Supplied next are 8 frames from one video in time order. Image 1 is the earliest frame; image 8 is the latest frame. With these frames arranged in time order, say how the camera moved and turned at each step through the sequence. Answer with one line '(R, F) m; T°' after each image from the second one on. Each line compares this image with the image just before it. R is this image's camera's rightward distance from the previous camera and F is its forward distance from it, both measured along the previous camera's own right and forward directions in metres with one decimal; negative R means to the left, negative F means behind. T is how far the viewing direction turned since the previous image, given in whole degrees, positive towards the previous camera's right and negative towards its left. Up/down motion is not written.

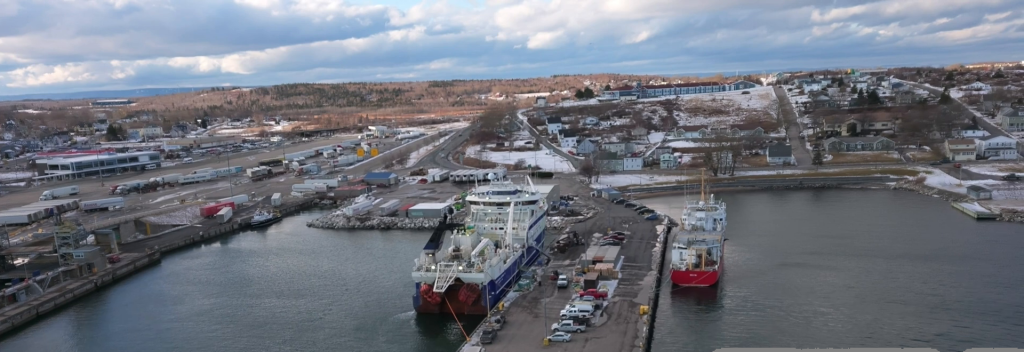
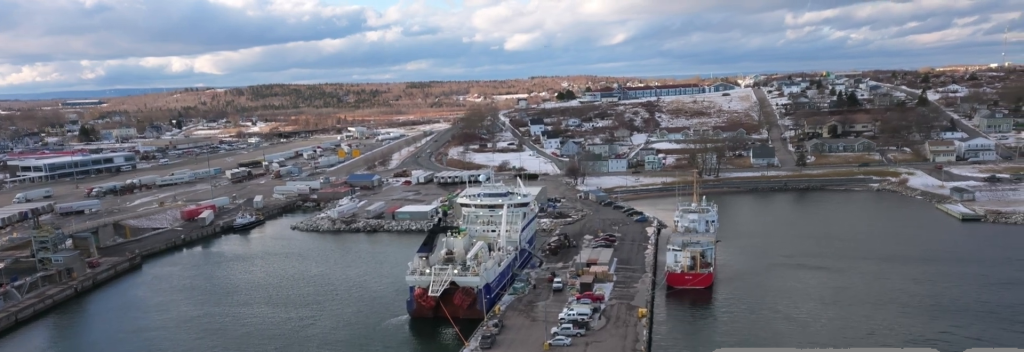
(+0.1, +4.1) m; +3°
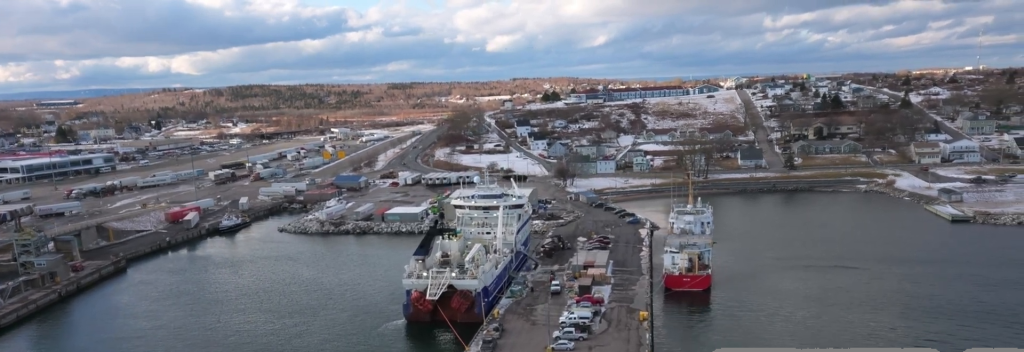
(+0.1, +3.9) m; +2°
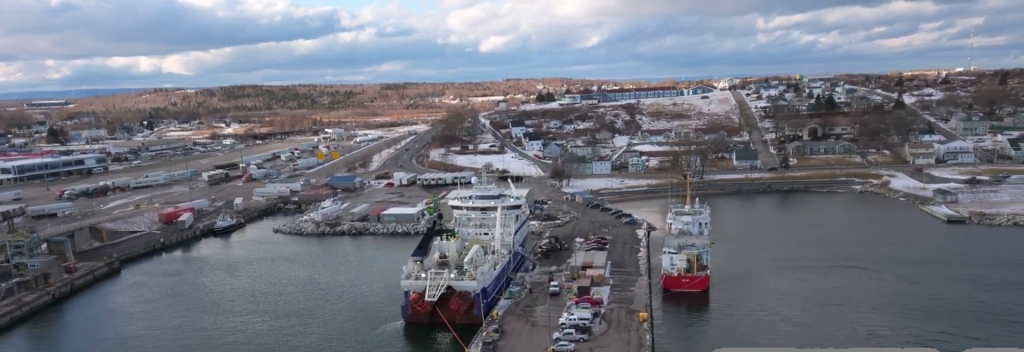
(0.0, +1.3) m; +1°
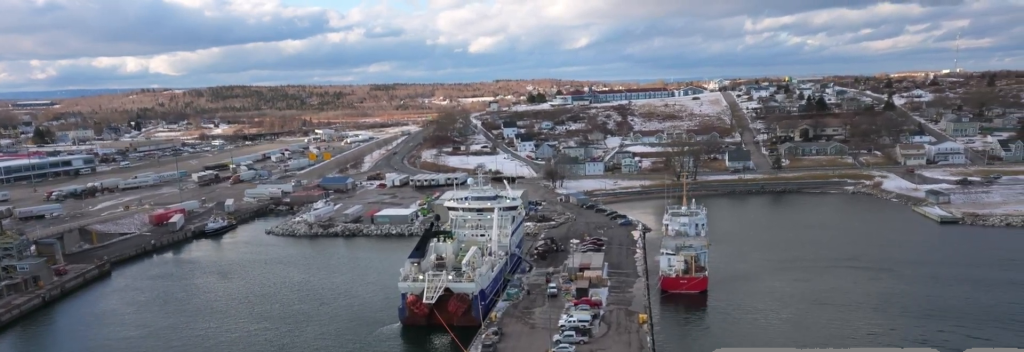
(0.0, +2.0) m; +1°
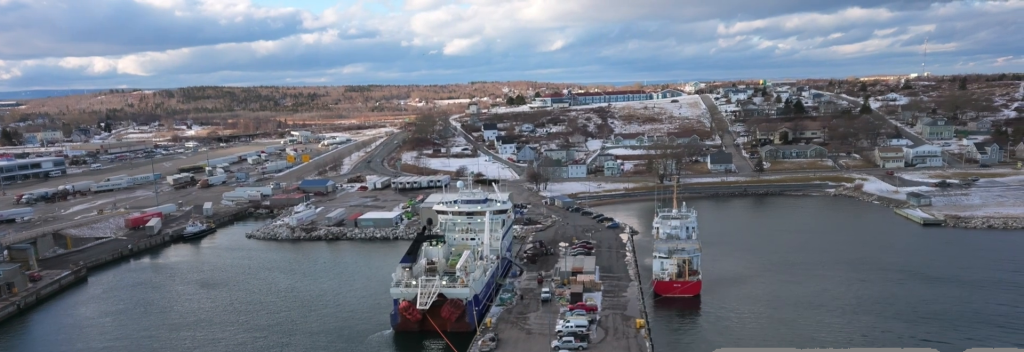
(+0.1, +4.3) m; +2°
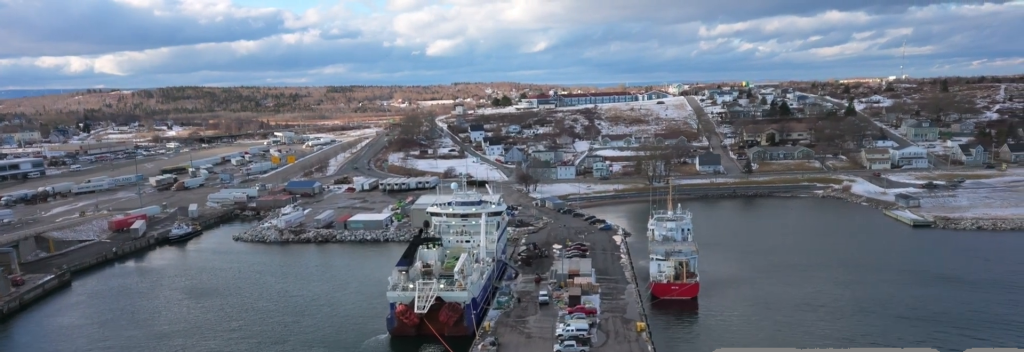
(+0.1, +3.6) m; +2°
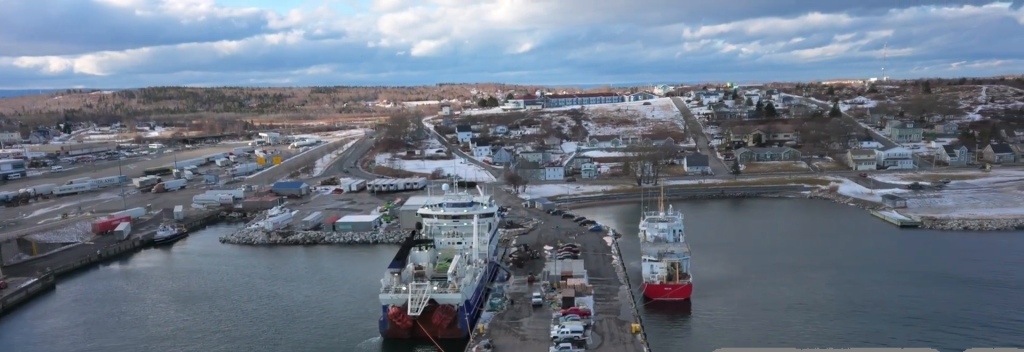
(0.0, +1.8) m; -2°
